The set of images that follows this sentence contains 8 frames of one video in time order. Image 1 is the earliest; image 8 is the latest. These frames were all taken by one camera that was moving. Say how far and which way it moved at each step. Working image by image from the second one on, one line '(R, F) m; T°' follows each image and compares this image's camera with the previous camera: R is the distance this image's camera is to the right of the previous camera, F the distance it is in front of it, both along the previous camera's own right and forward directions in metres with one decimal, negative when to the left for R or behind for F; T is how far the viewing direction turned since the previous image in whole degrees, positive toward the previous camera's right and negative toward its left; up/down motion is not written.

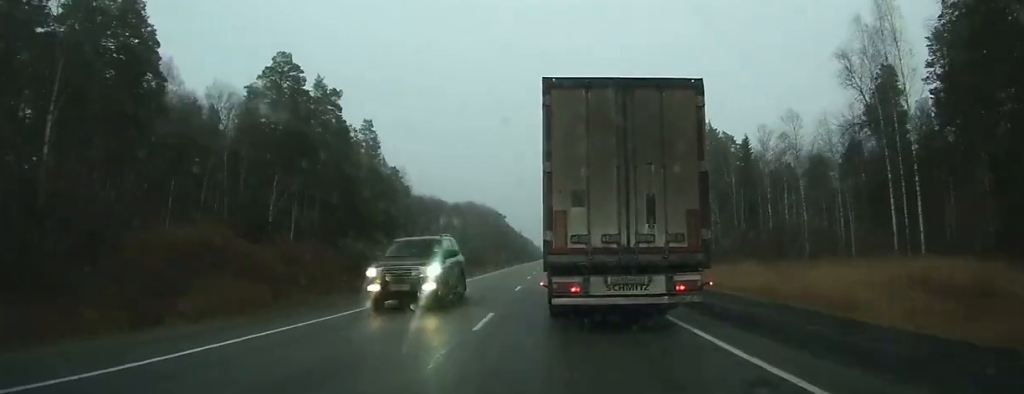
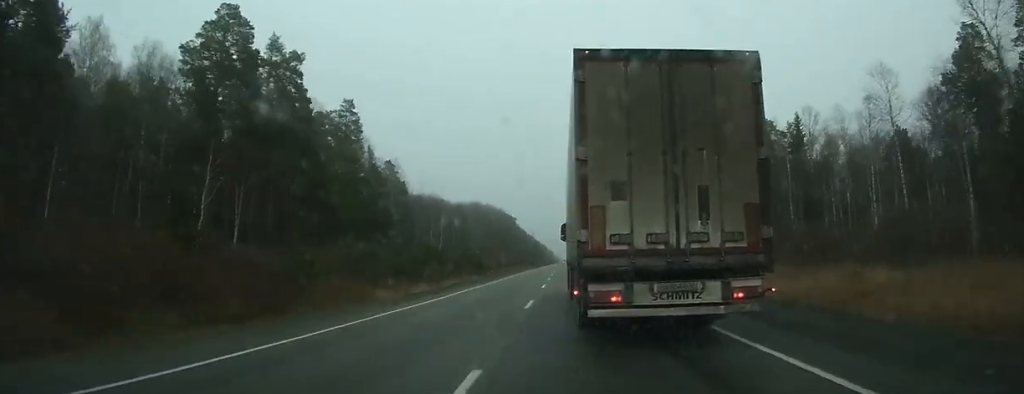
(-0.2, +18.3) m; 0°
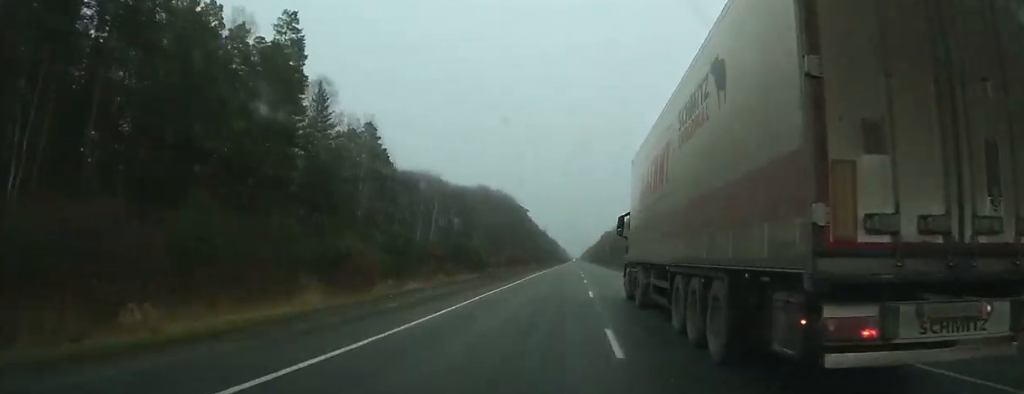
(-0.2, +31.6) m; 0°
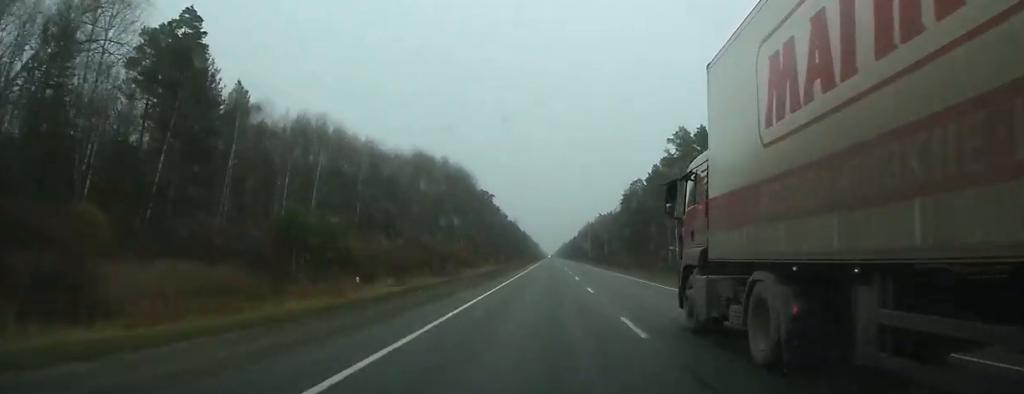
(+0.1, +59.5) m; +1°
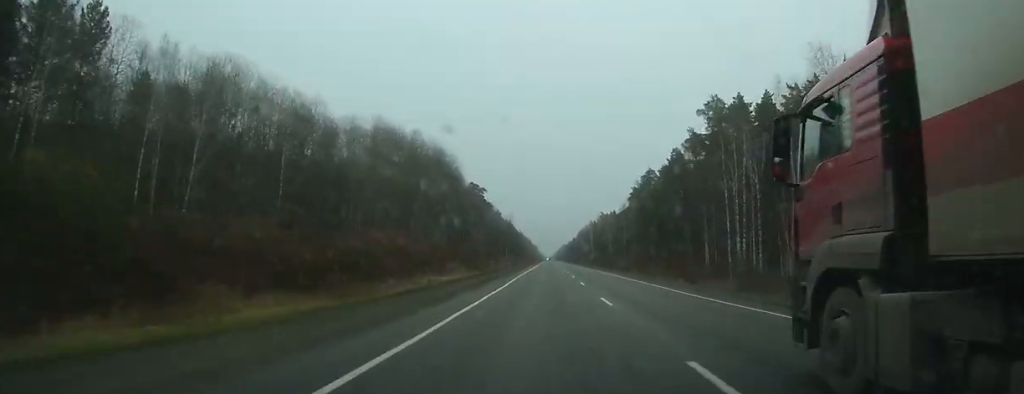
(0.0, +30.6) m; +1°
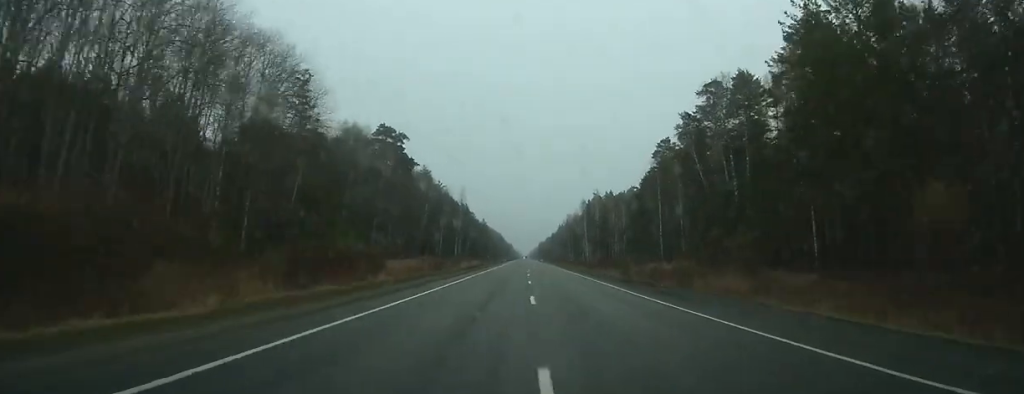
(+2.2, +108.3) m; +1°
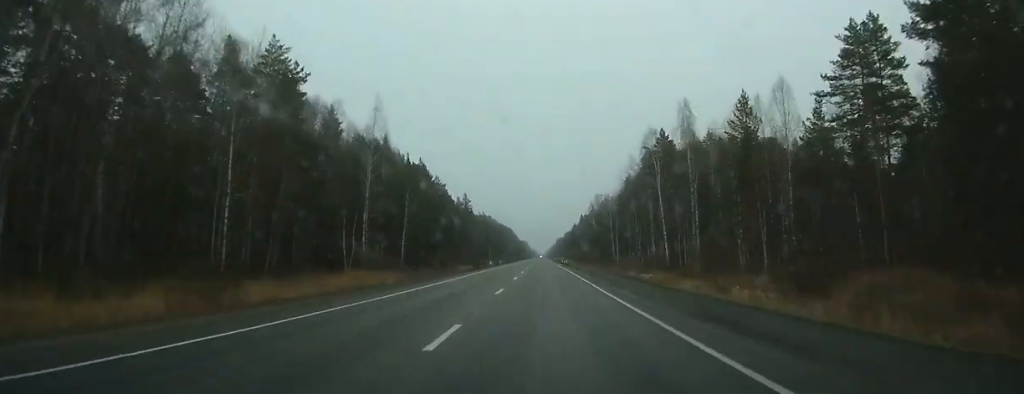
(-0.8, +110.7) m; -1°
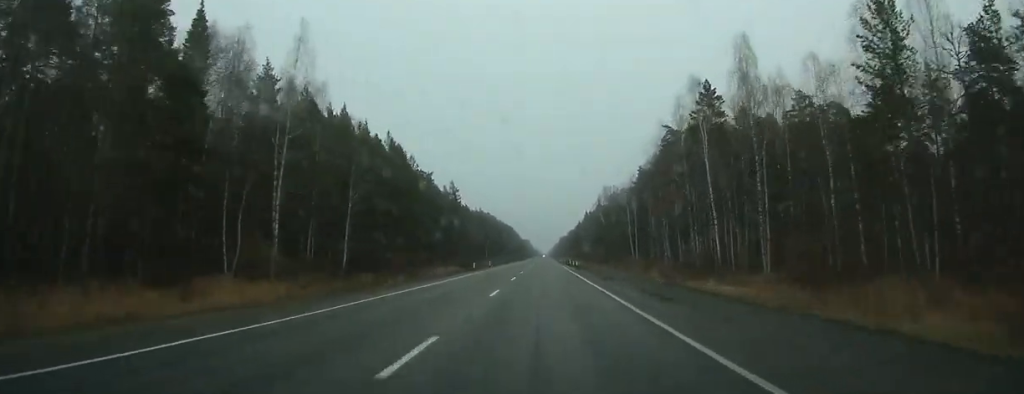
(0.0, +25.3) m; 0°
